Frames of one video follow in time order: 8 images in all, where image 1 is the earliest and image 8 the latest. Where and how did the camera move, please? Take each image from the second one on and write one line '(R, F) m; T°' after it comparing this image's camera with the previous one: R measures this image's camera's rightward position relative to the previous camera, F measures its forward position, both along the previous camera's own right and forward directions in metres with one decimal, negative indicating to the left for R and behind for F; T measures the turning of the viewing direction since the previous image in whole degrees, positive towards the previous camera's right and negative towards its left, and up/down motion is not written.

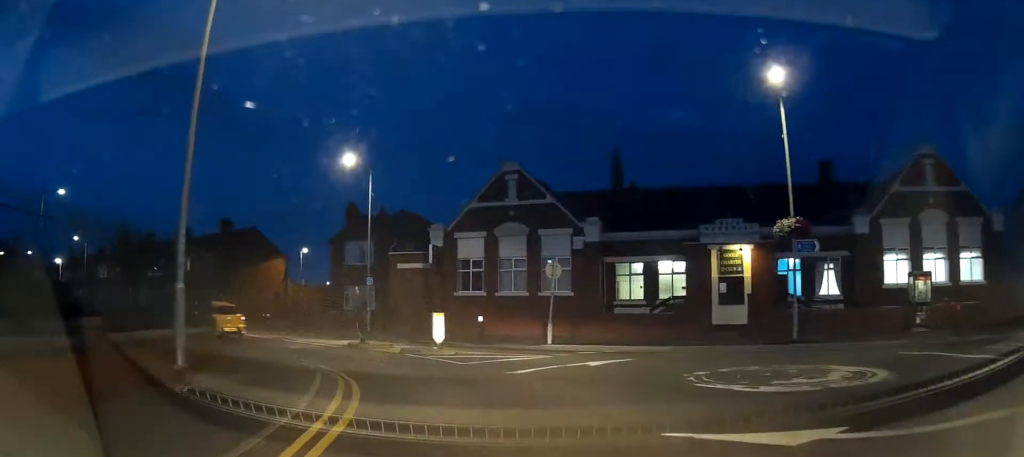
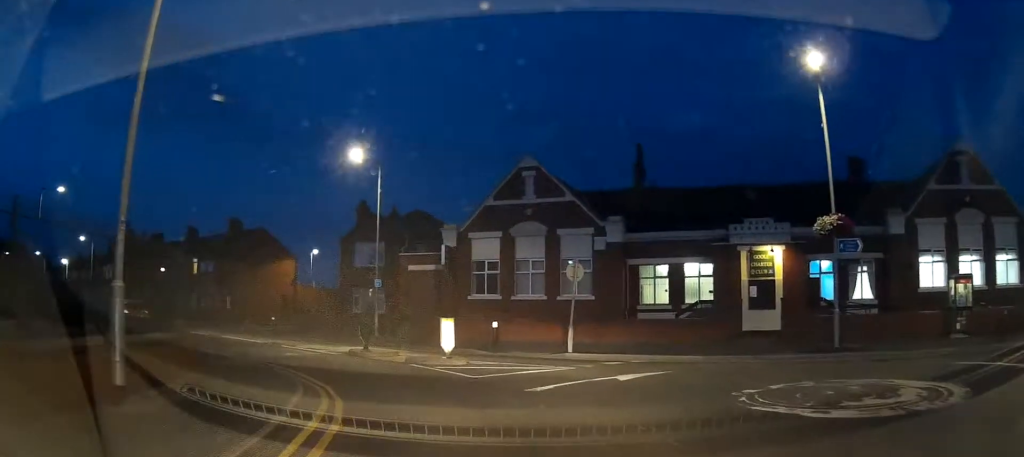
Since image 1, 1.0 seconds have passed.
(-0.2, +2.0) m; -9°
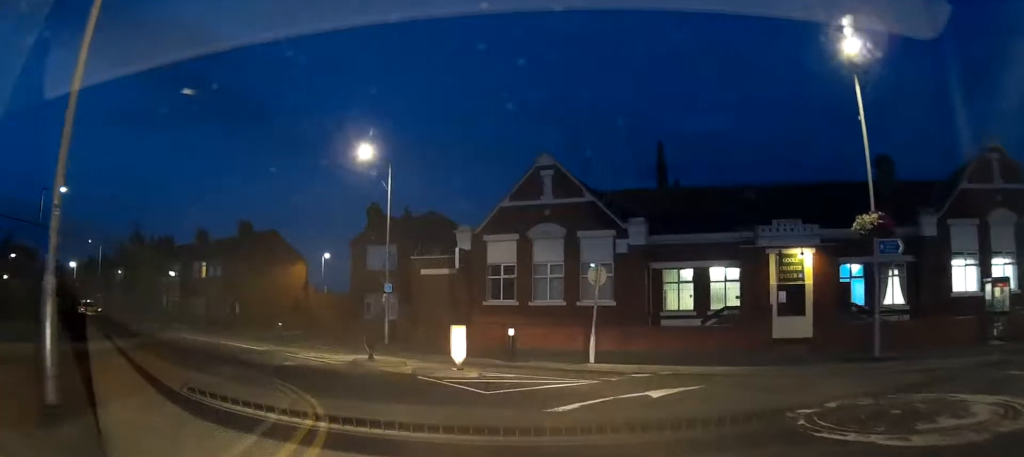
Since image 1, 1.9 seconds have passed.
(-0.1, +1.7) m; -1°
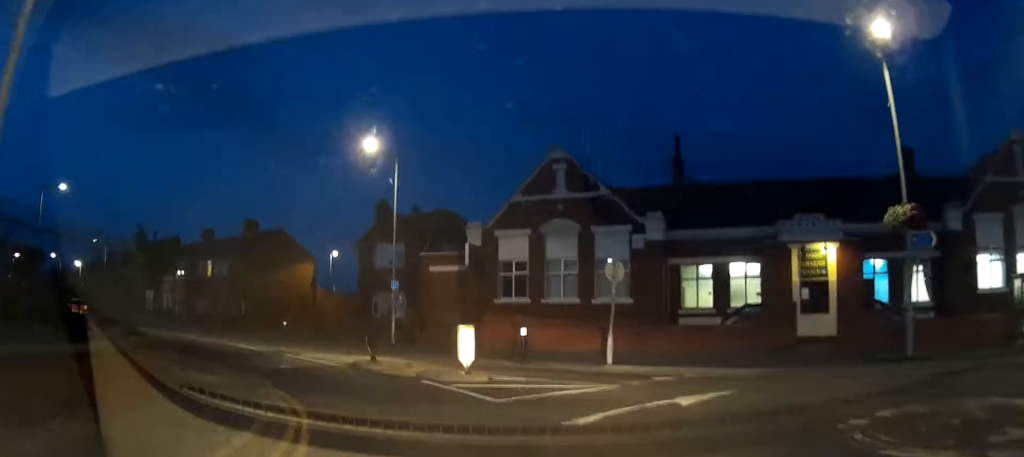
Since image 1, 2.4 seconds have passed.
(0.0, +1.0) m; -1°
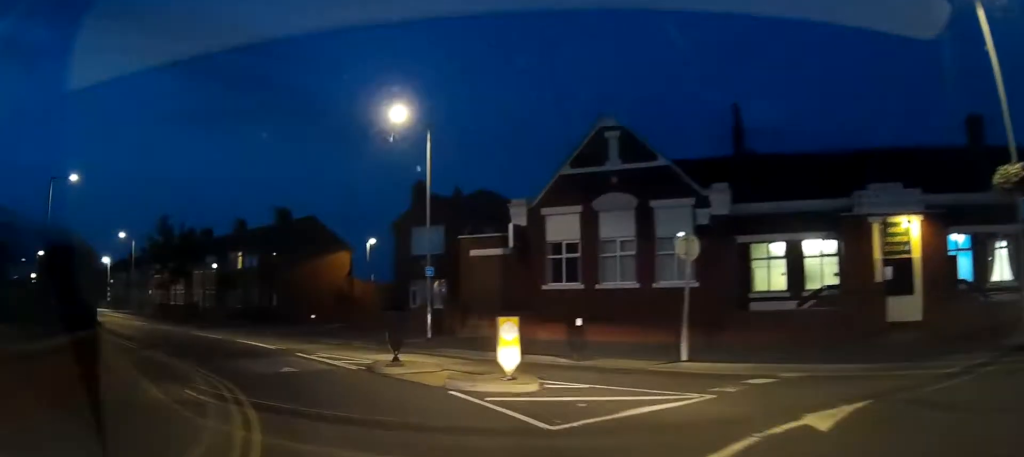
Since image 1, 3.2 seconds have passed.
(+0.2, +2.0) m; -7°
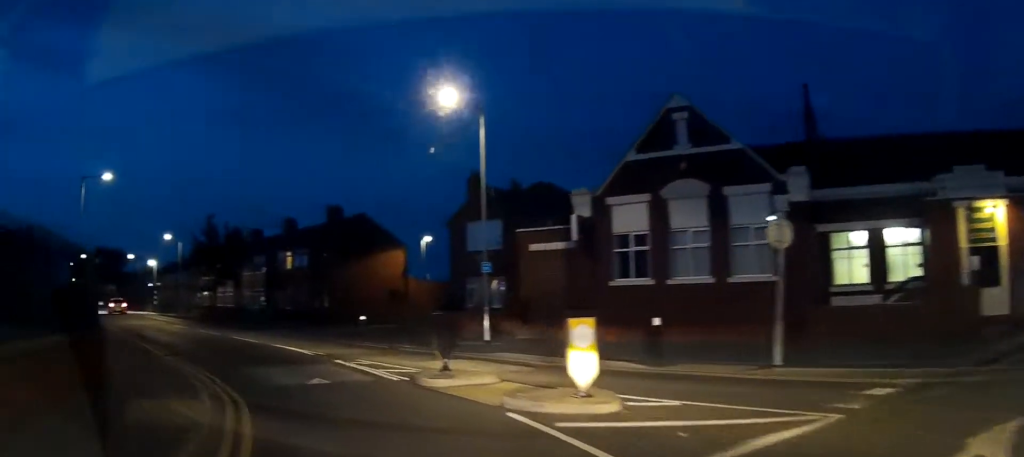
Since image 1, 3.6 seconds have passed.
(-0.2, +1.6) m; -7°
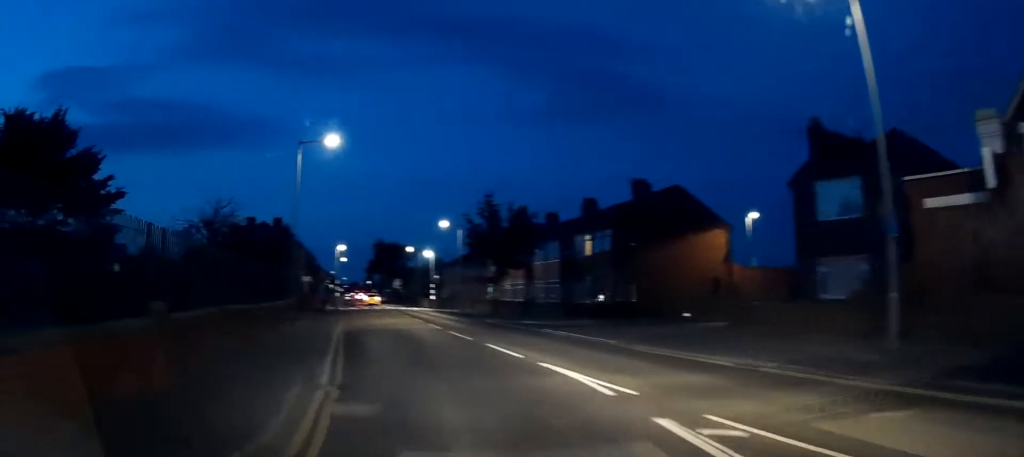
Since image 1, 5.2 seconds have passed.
(-1.5, +7.1) m; -19°
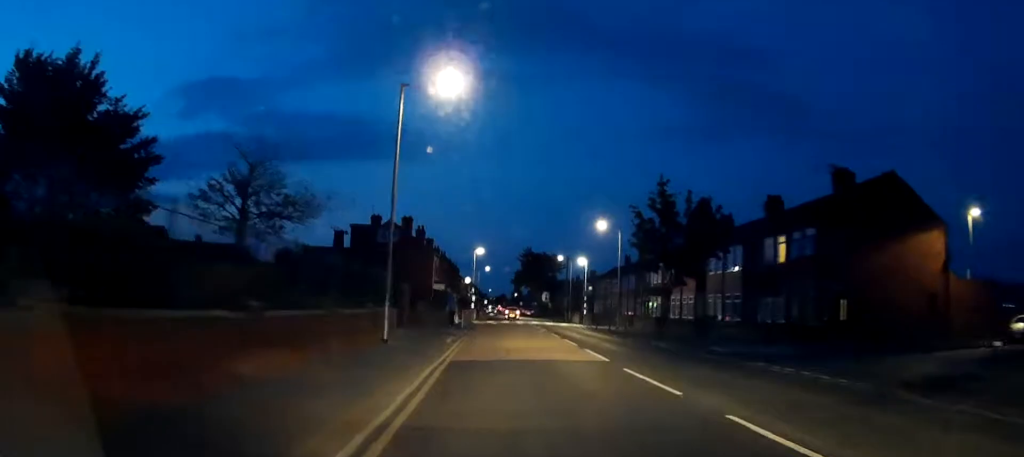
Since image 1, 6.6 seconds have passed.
(-1.1, +8.9) m; -11°
